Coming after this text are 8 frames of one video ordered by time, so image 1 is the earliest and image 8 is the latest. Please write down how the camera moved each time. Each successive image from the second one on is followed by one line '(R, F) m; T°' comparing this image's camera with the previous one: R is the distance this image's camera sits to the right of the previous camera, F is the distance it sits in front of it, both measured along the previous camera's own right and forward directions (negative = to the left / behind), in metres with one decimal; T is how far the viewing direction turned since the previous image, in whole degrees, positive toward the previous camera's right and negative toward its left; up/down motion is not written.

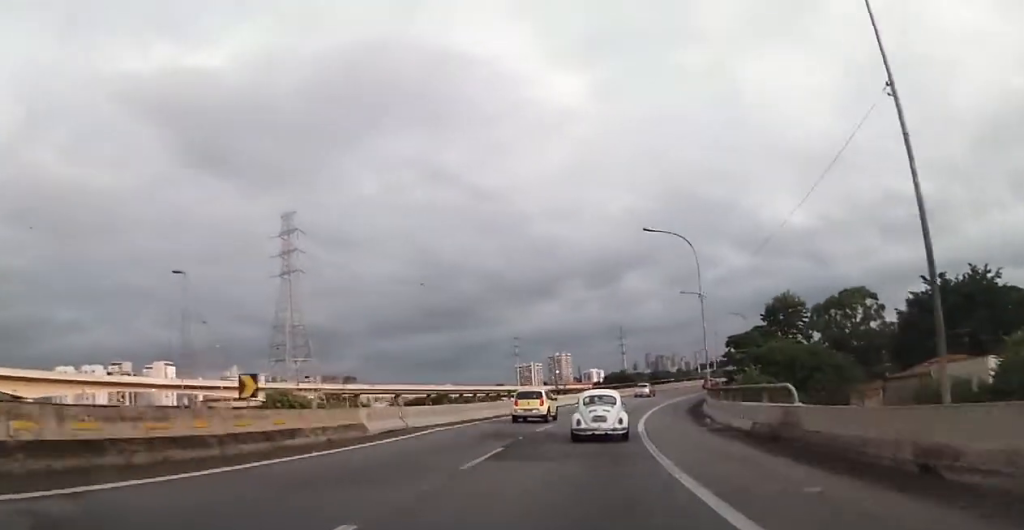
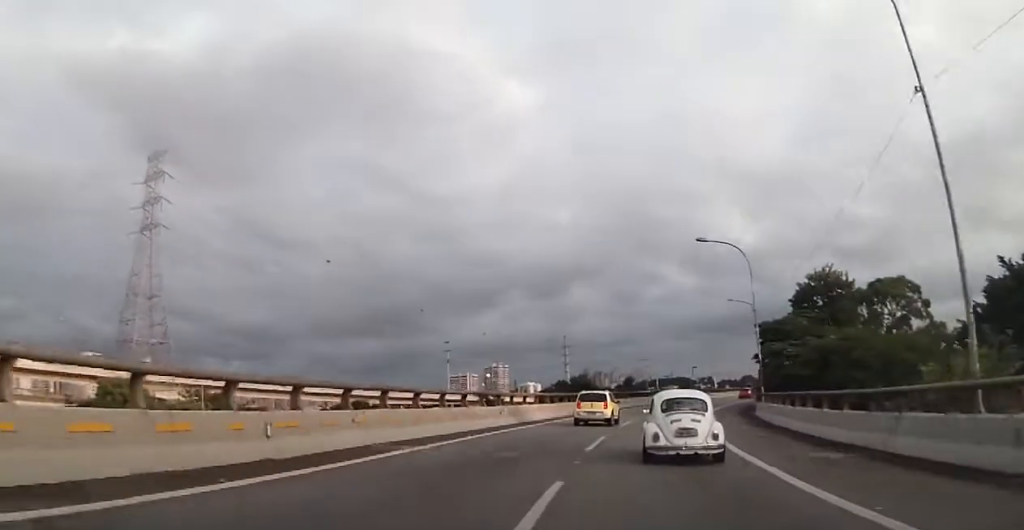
(+0.6, +30.5) m; +4°
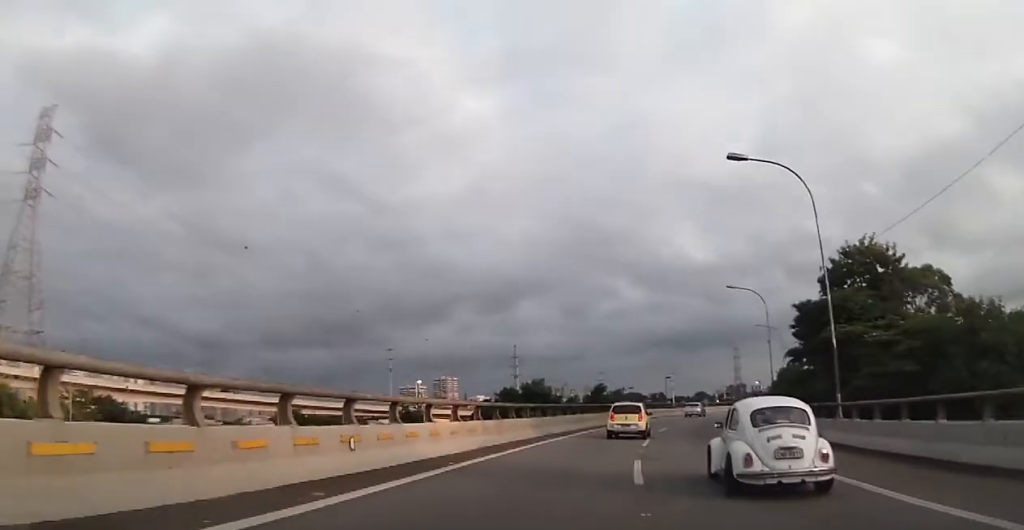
(+0.5, +17.2) m; +4°
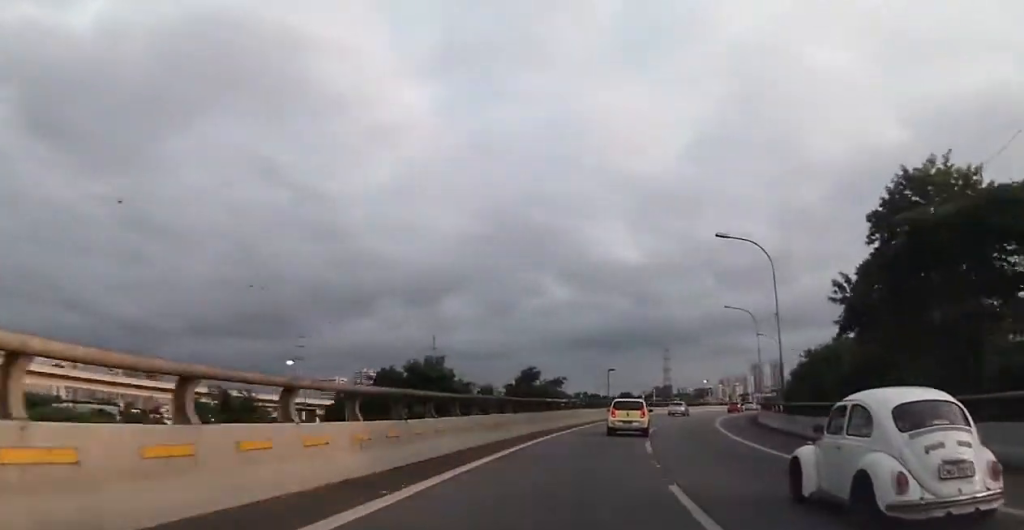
(+0.9, +18.0) m; +5°
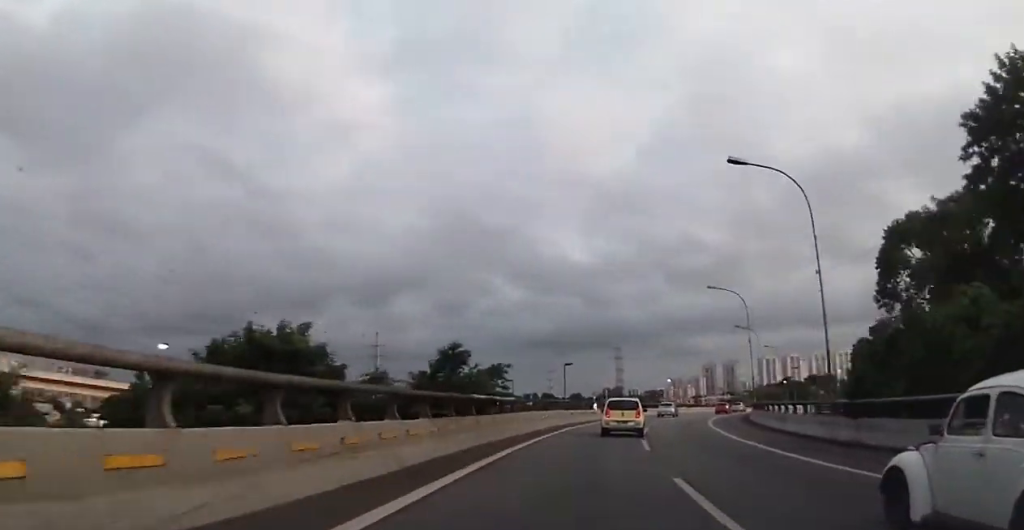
(+0.5, +12.8) m; +4°
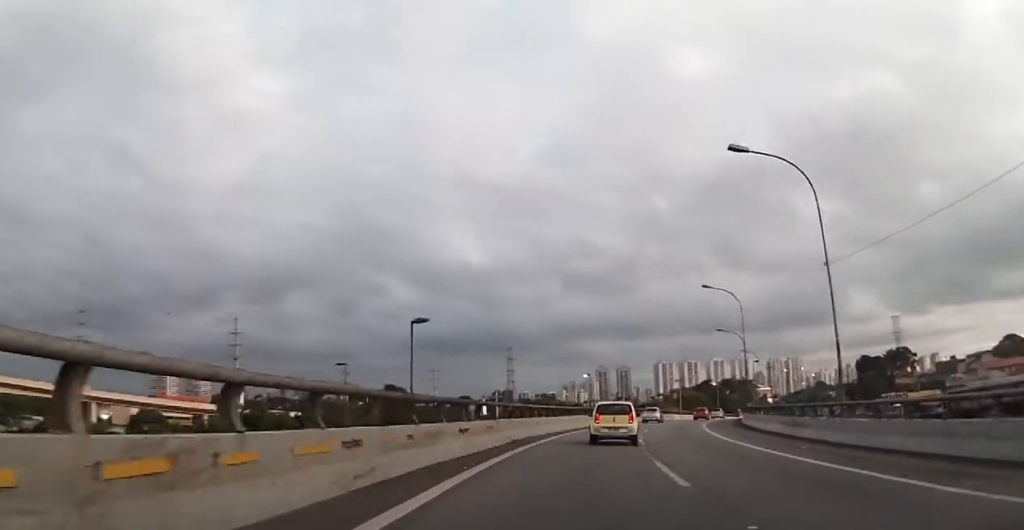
(+2.7, +33.0) m; +9°
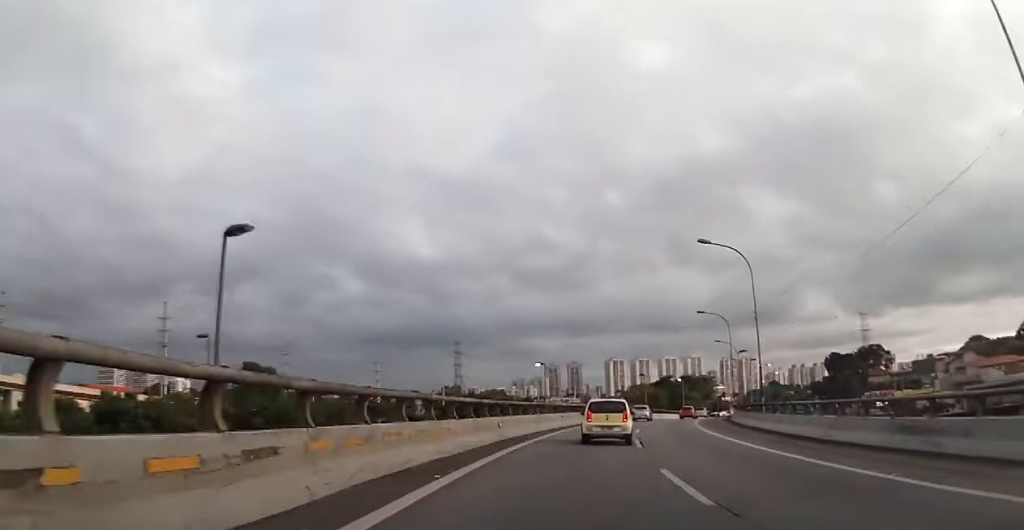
(+0.5, +15.0) m; +4°
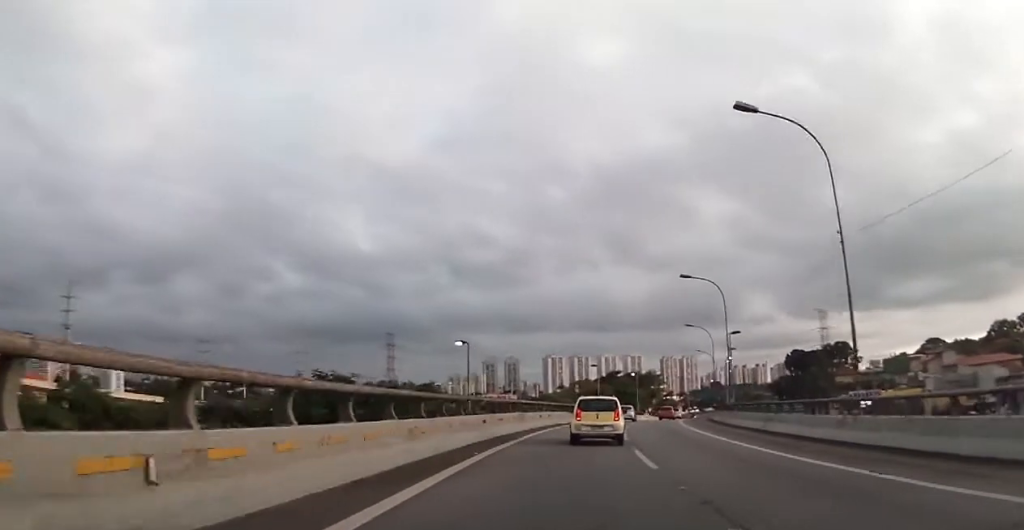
(+0.8, +19.9) m; +5°
